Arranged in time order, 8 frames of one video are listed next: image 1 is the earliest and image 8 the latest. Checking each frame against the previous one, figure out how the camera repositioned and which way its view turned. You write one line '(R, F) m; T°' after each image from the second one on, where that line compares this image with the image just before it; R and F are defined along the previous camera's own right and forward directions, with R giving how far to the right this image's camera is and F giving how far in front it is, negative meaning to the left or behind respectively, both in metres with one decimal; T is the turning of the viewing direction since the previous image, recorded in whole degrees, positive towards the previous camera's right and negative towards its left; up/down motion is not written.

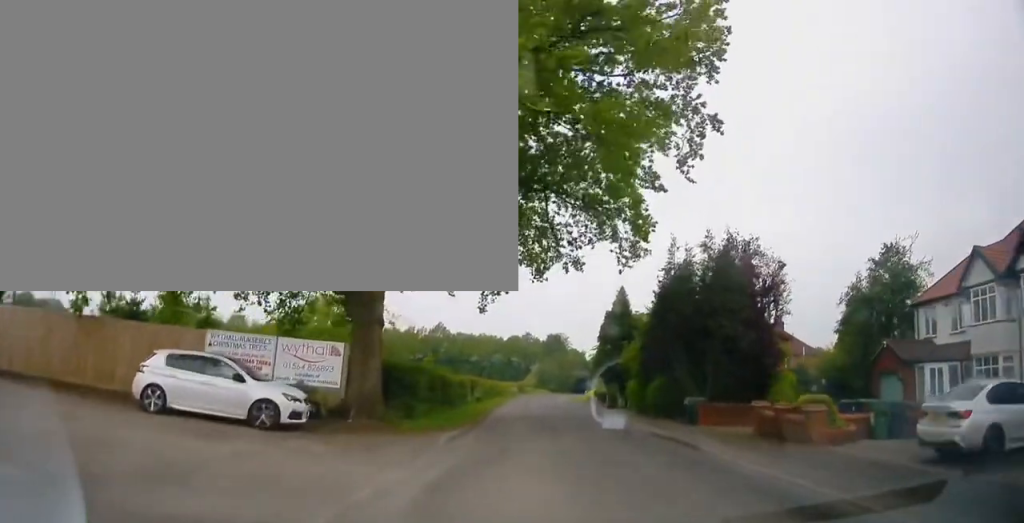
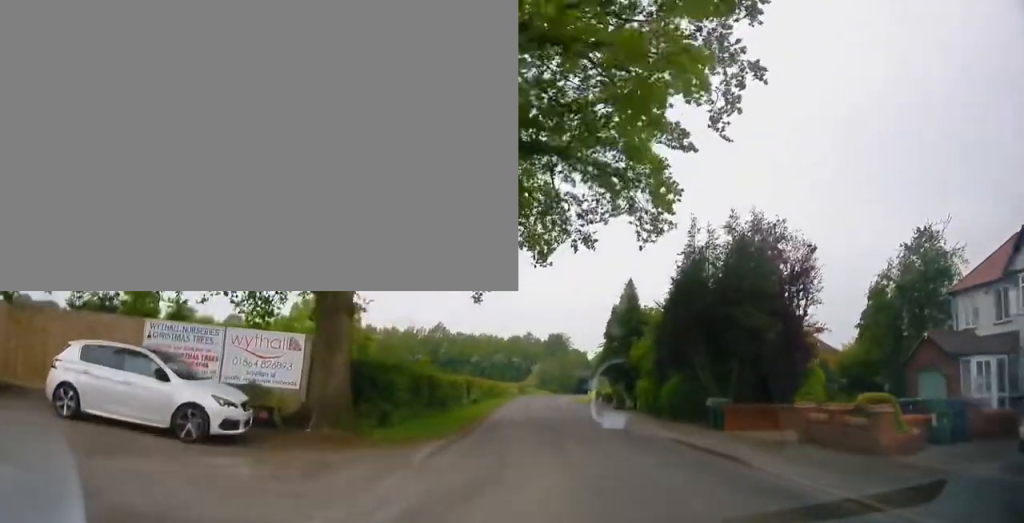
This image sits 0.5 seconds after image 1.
(0.0, +2.9) m; +1°
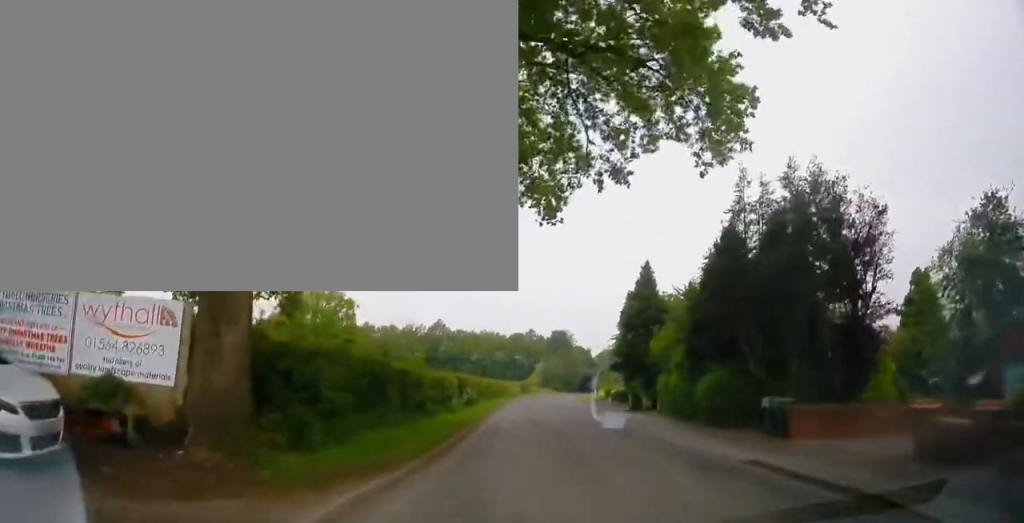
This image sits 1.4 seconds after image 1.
(0.0, +5.0) m; -1°
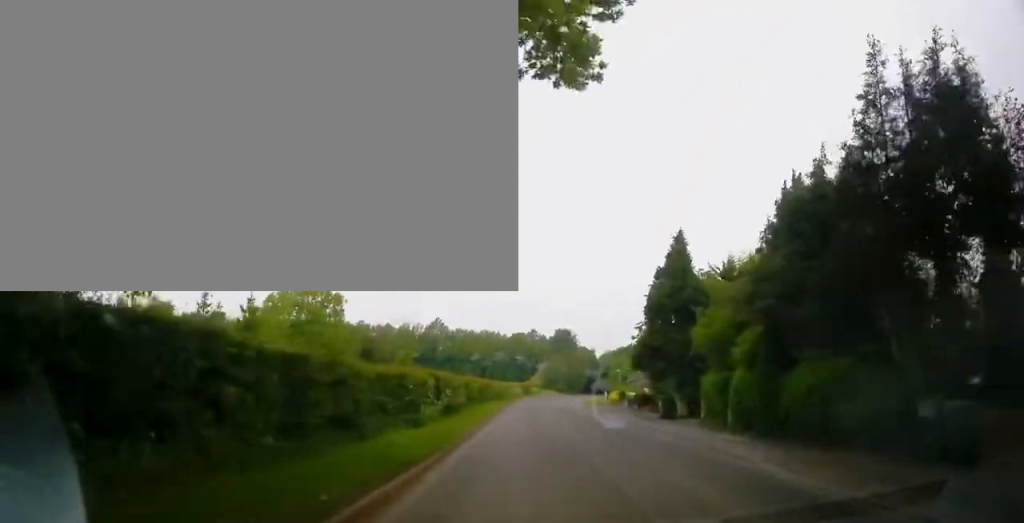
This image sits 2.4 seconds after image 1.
(-0.2, +7.3) m; -3°
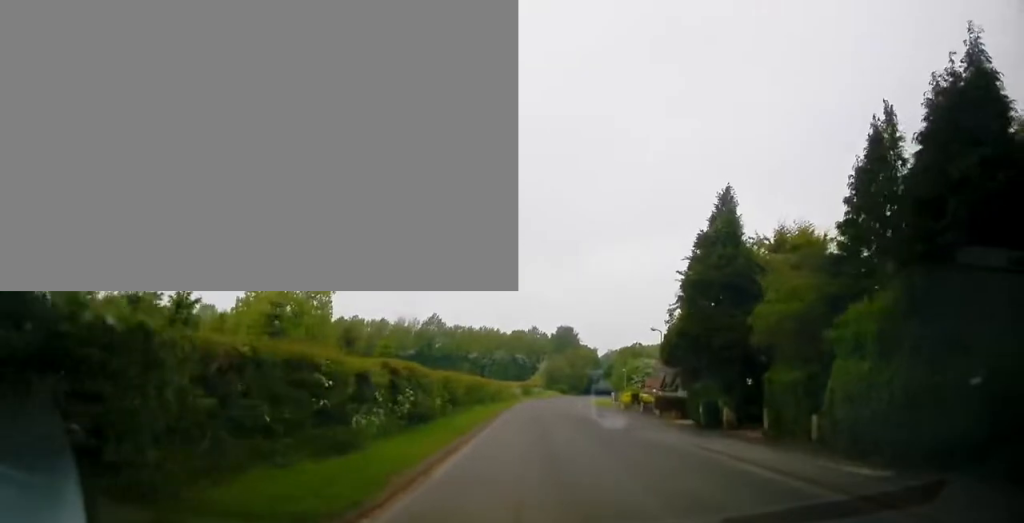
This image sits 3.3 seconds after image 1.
(-0.1, +6.5) m; +1°
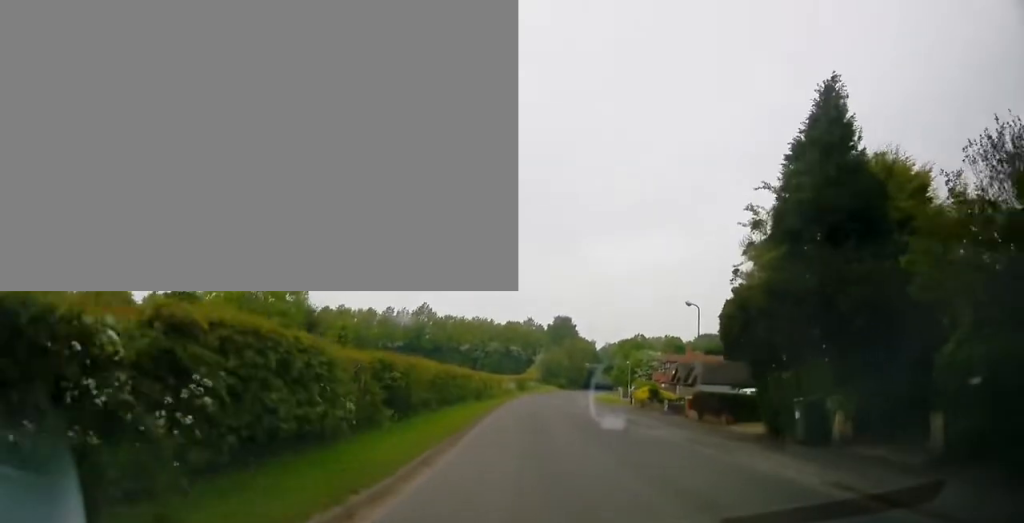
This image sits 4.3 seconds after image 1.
(+0.3, +8.2) m; +3°
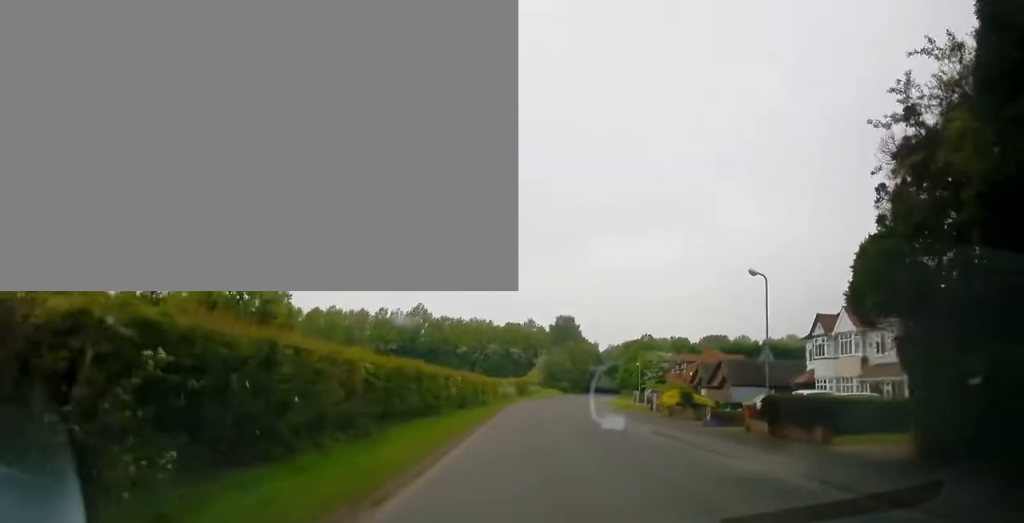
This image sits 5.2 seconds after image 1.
(+0.1, +8.1) m; -1°
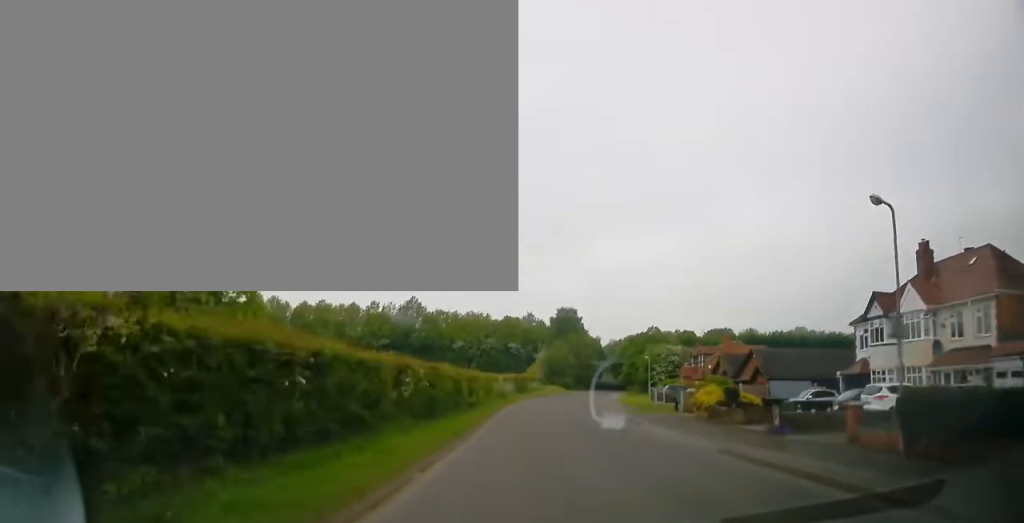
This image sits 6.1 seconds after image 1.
(-0.2, +7.5) m; -1°
